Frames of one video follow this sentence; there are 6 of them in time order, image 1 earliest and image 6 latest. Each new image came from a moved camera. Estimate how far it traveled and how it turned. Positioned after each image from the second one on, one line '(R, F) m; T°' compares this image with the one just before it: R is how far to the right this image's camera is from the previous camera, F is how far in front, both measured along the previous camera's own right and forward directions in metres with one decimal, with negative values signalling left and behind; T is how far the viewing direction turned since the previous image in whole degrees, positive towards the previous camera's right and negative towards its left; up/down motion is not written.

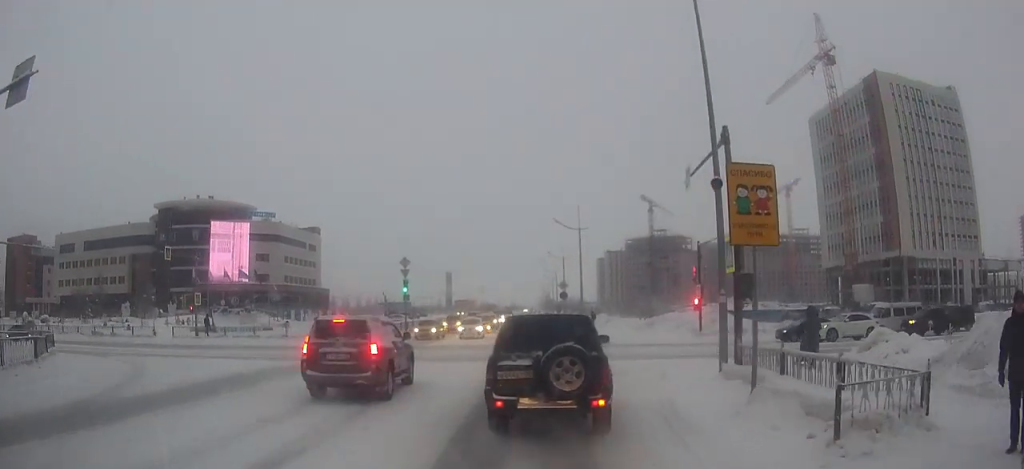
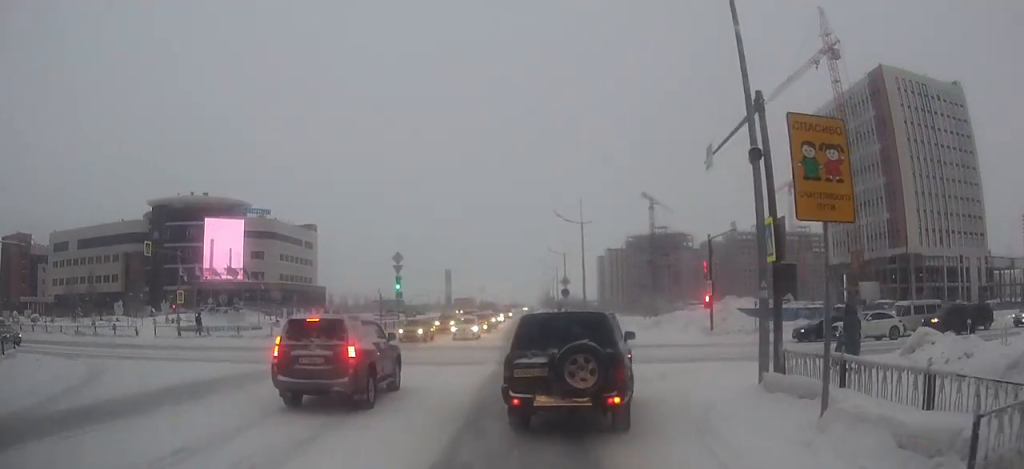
(0.0, +3.2) m; +1°
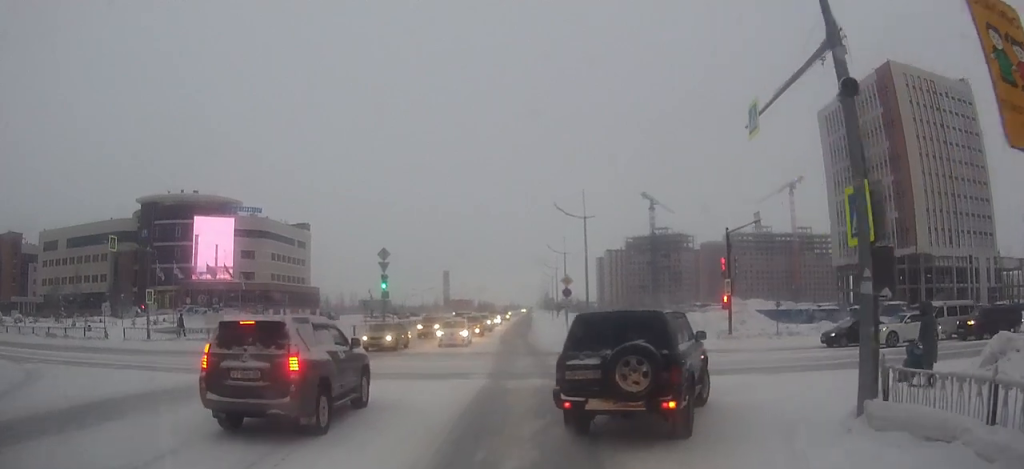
(0.0, +4.6) m; +1°
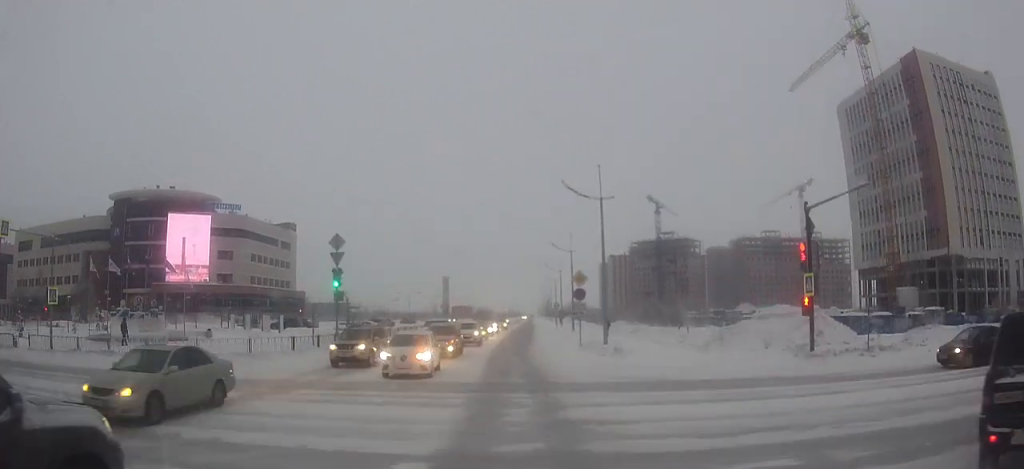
(+0.1, +11.3) m; 0°
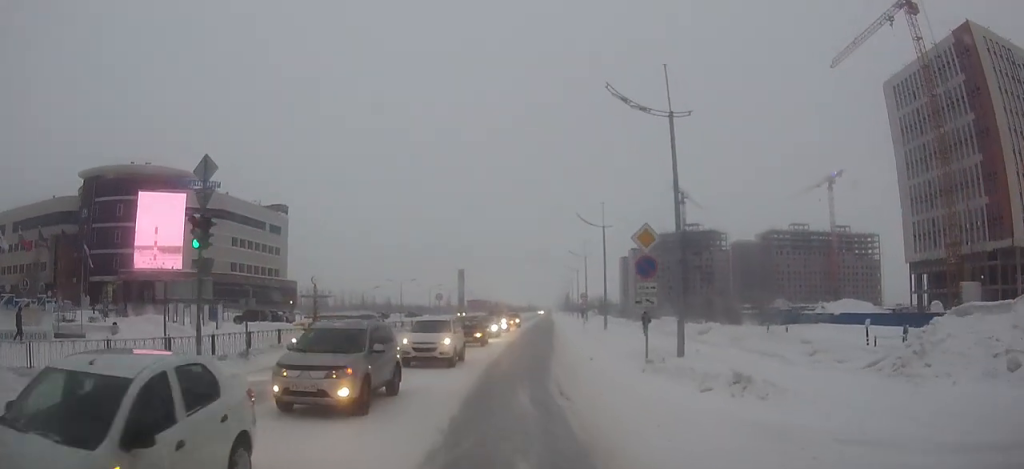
(-0.2, +15.5) m; -2°
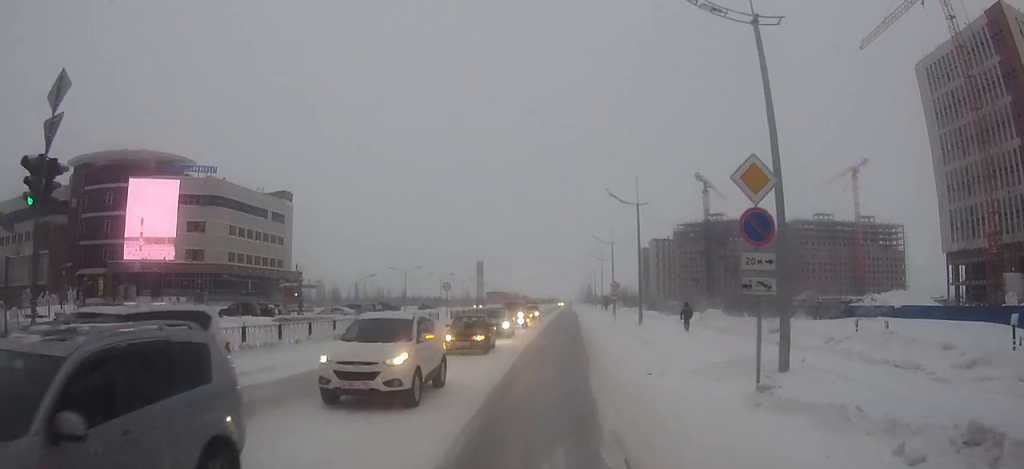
(0.0, +8.2) m; +1°
